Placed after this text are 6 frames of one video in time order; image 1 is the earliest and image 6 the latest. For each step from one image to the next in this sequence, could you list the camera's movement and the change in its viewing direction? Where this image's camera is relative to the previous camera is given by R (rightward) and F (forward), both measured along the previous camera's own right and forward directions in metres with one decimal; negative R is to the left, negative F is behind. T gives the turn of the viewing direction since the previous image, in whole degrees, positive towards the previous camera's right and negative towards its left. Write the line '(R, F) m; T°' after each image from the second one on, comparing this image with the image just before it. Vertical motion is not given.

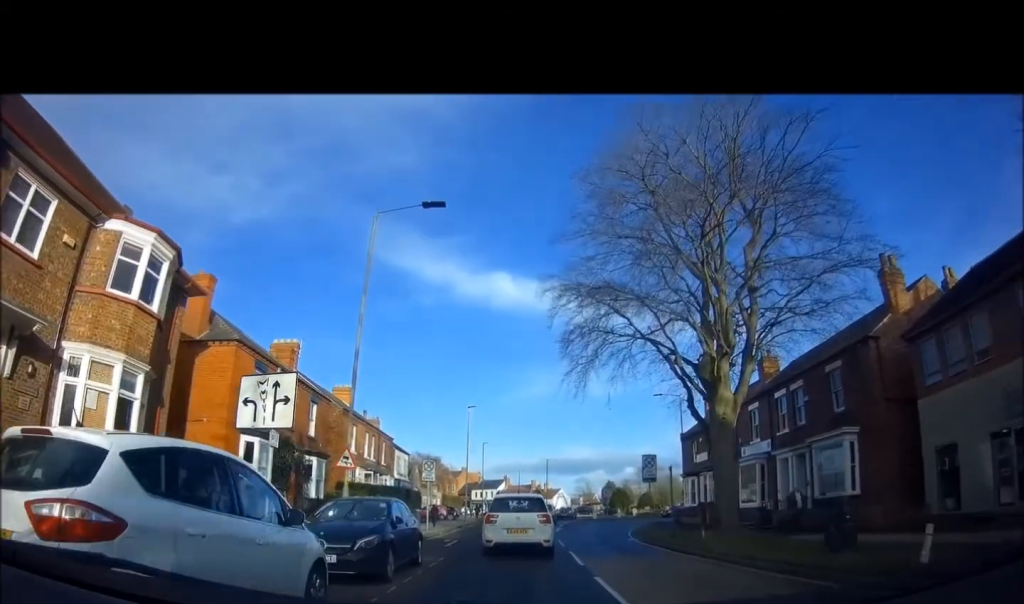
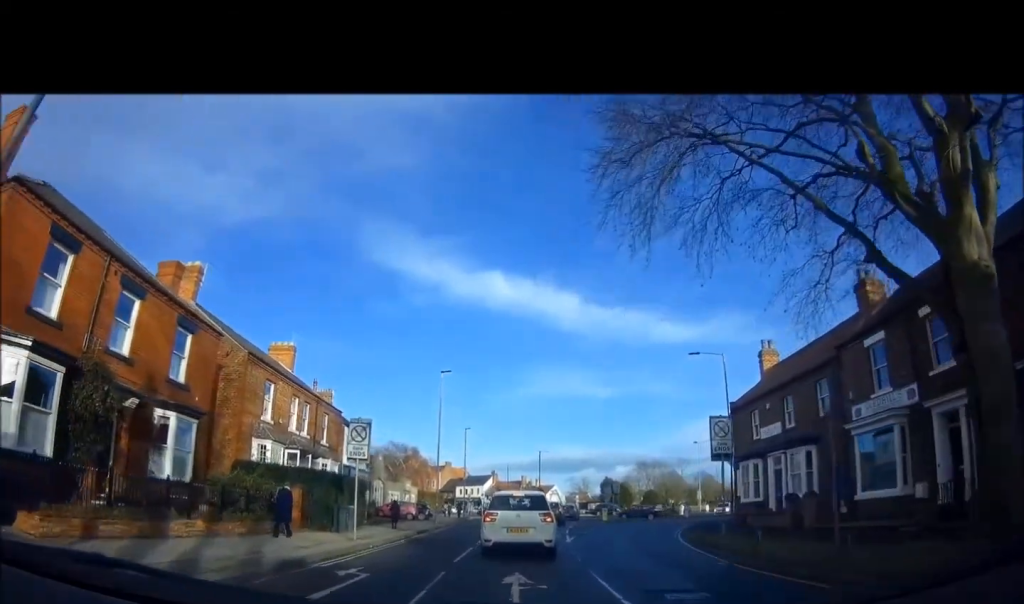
(+0.3, +11.1) m; +5°
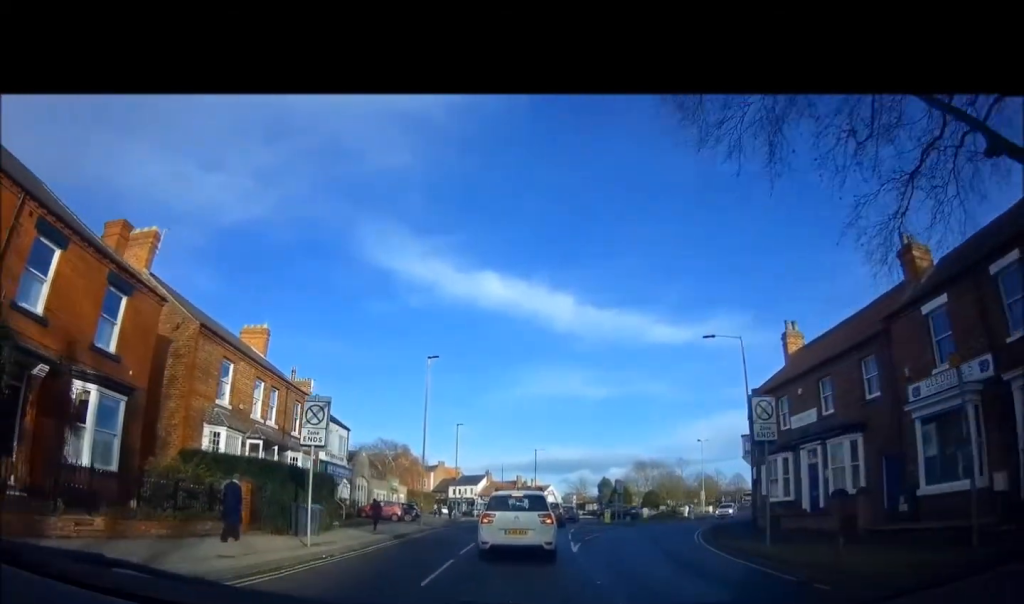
(+0.1, +3.5) m; +2°
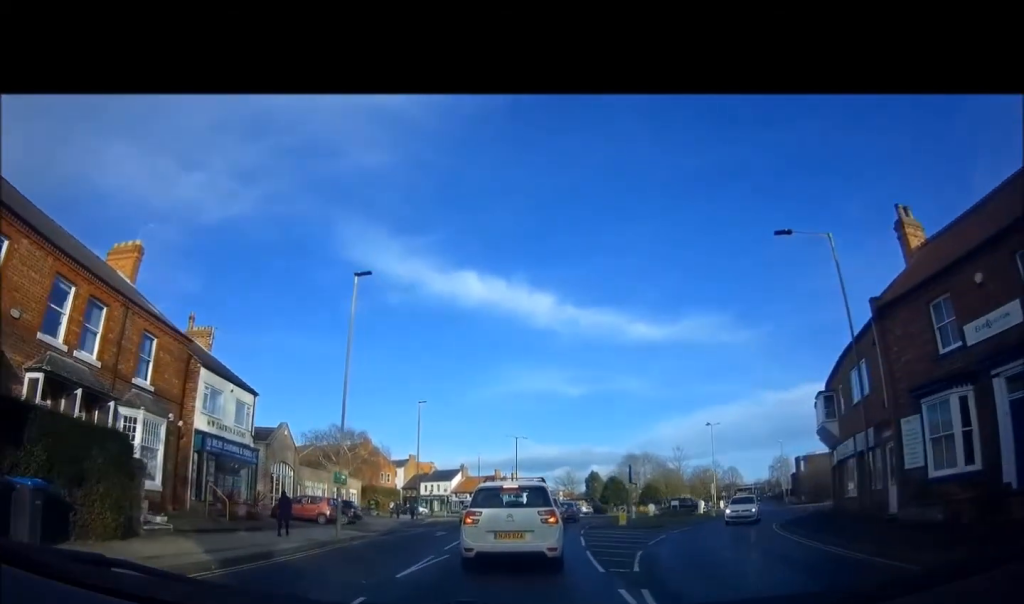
(+0.1, +12.0) m; -2°
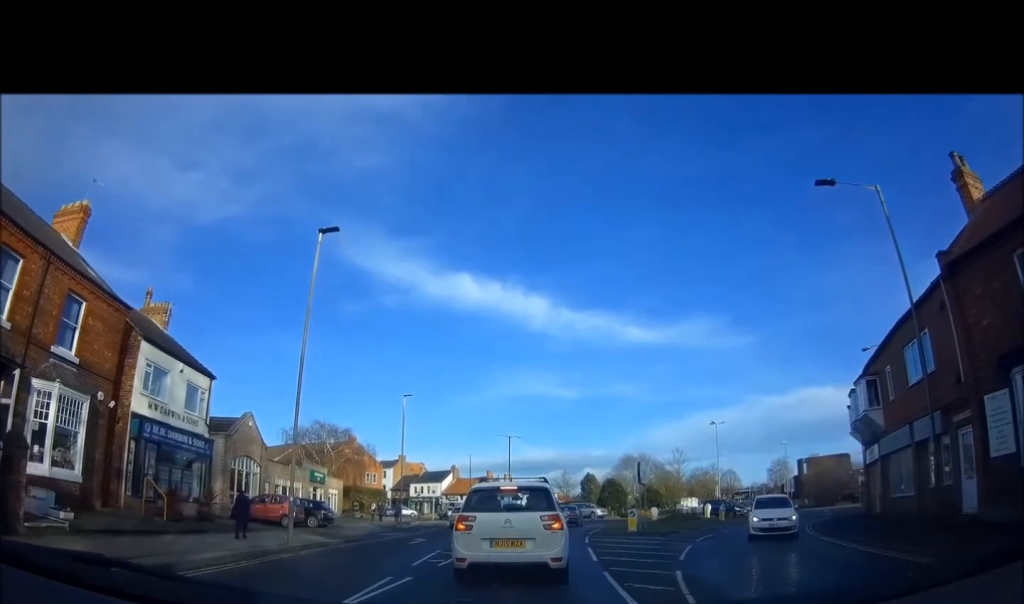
(-0.1, +3.8) m; +1°
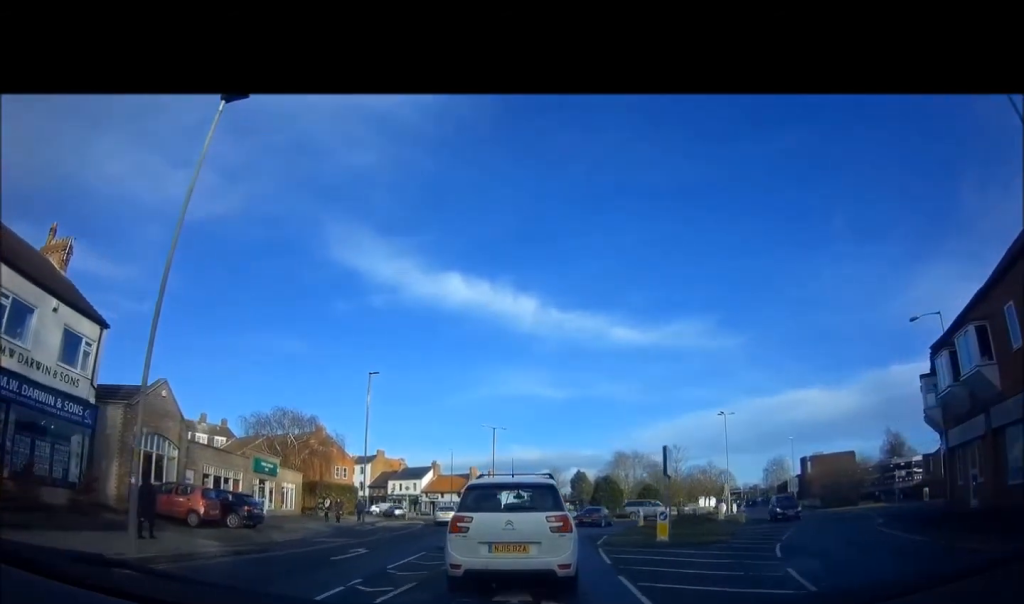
(+1.0, +7.3) m; +5°
